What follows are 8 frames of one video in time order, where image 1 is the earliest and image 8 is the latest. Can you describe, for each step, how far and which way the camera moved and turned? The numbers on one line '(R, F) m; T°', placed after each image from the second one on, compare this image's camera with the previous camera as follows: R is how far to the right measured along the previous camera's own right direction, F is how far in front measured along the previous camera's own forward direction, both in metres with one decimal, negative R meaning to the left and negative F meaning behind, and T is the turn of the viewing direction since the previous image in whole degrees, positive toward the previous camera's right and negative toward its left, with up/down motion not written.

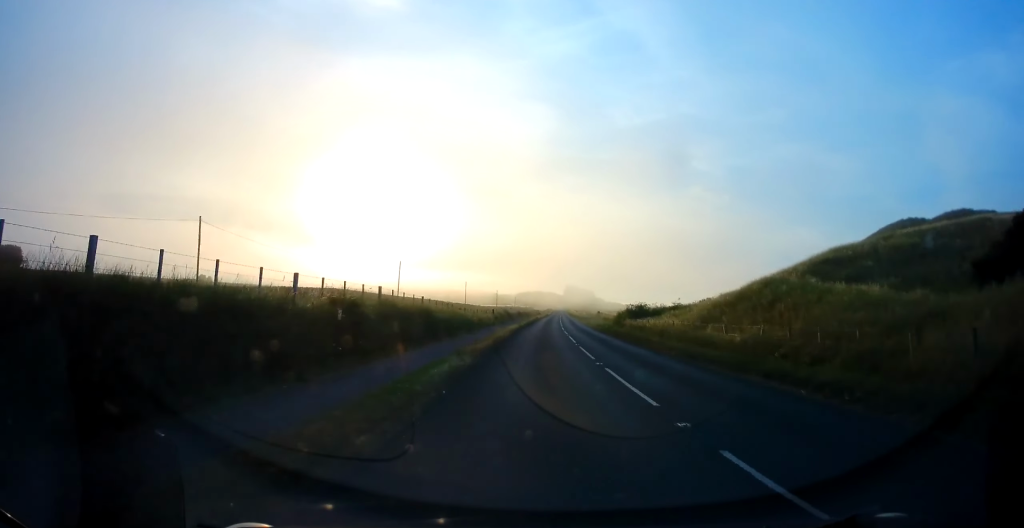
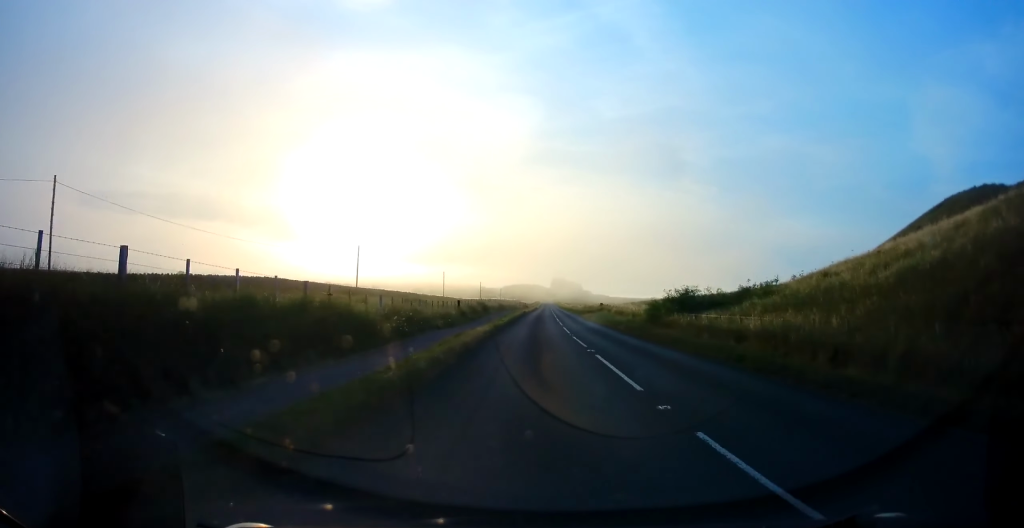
(+0.2, +18.0) m; +1°
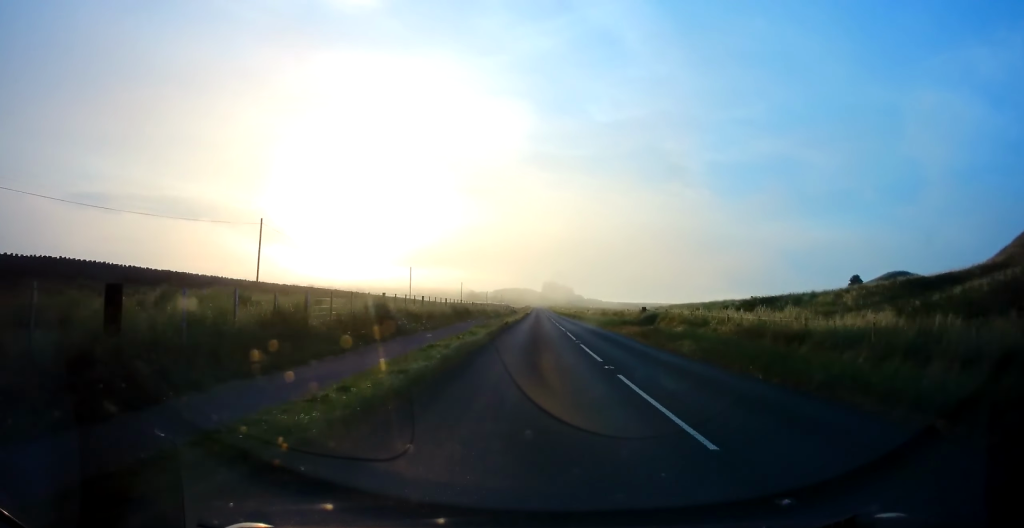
(+0.6, +31.5) m; +2°
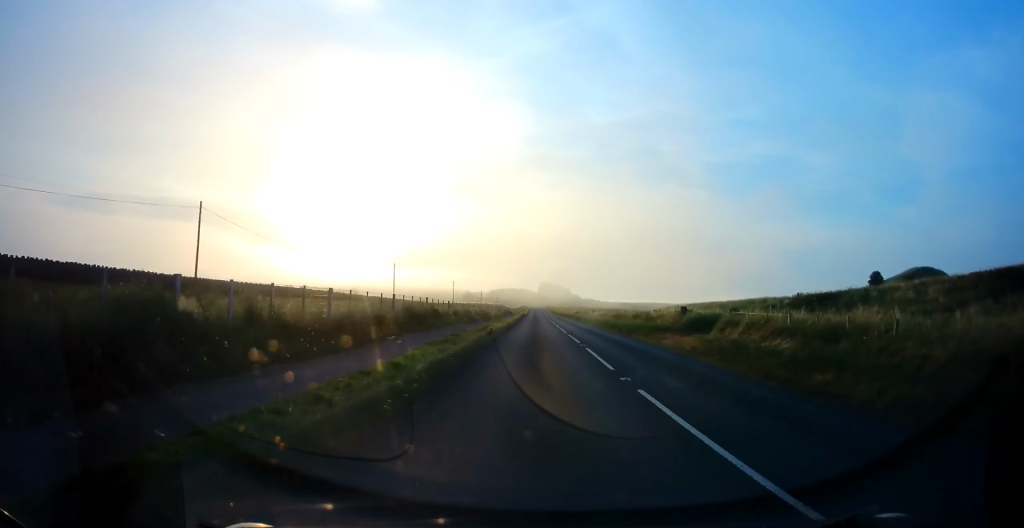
(0.0, +11.7) m; 0°
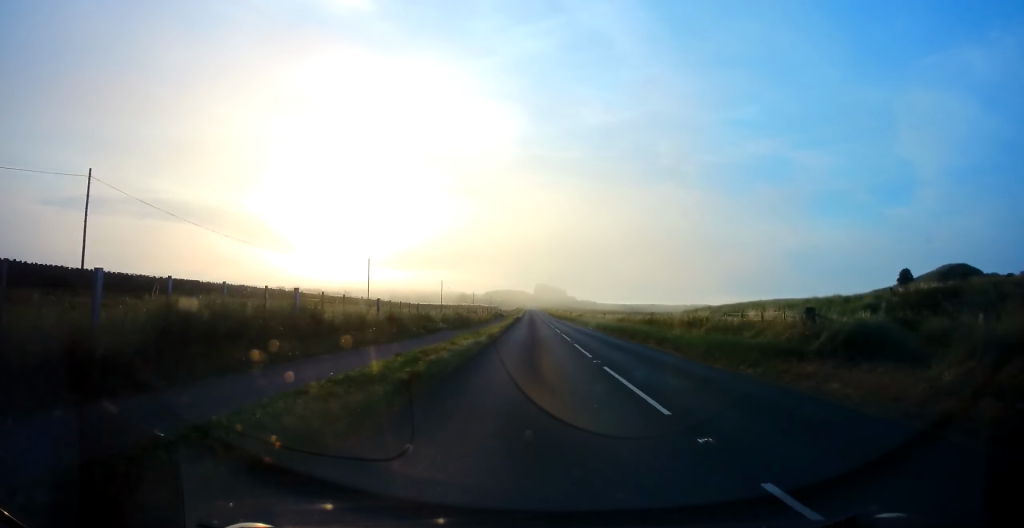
(0.0, +14.5) m; +1°
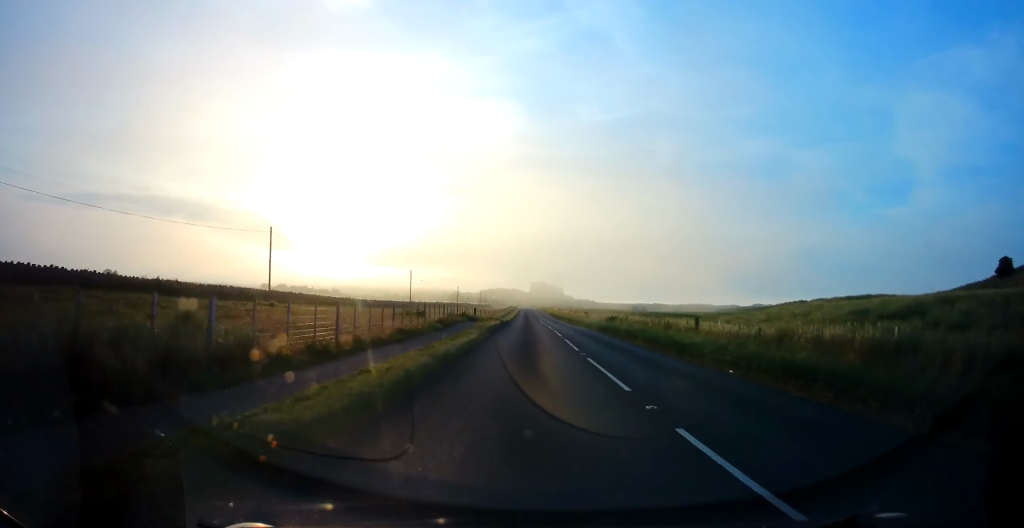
(+0.6, +35.0) m; +1°
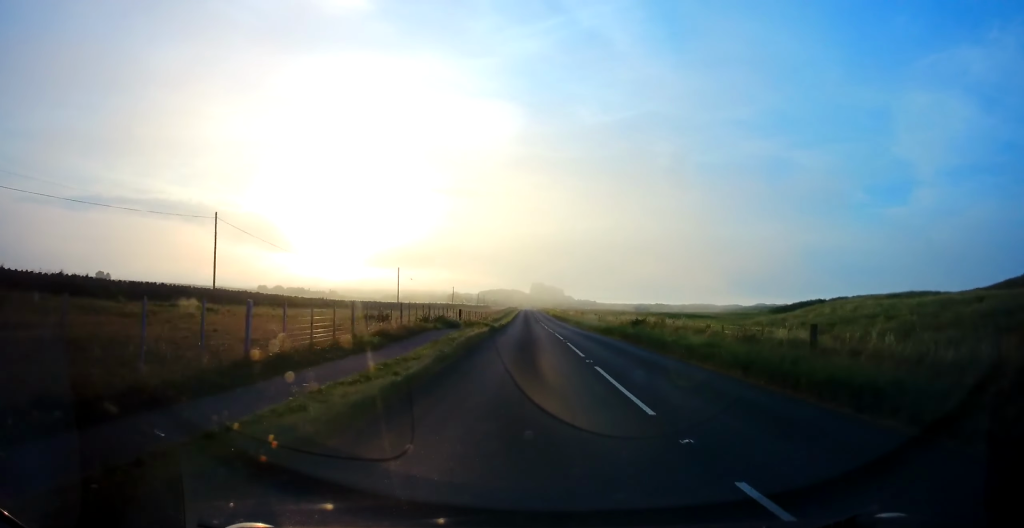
(-0.1, +11.3) m; 0°
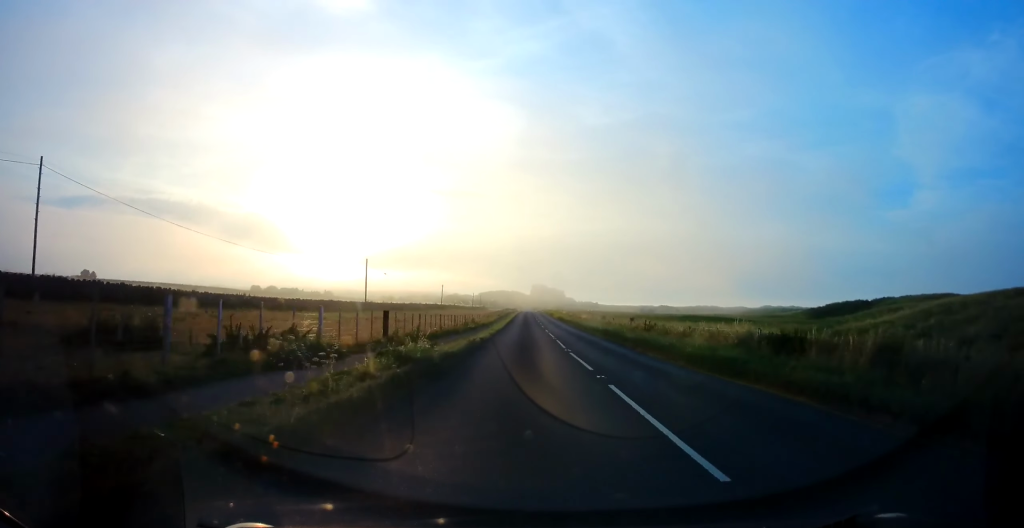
(-0.1, +22.4) m; -1°
